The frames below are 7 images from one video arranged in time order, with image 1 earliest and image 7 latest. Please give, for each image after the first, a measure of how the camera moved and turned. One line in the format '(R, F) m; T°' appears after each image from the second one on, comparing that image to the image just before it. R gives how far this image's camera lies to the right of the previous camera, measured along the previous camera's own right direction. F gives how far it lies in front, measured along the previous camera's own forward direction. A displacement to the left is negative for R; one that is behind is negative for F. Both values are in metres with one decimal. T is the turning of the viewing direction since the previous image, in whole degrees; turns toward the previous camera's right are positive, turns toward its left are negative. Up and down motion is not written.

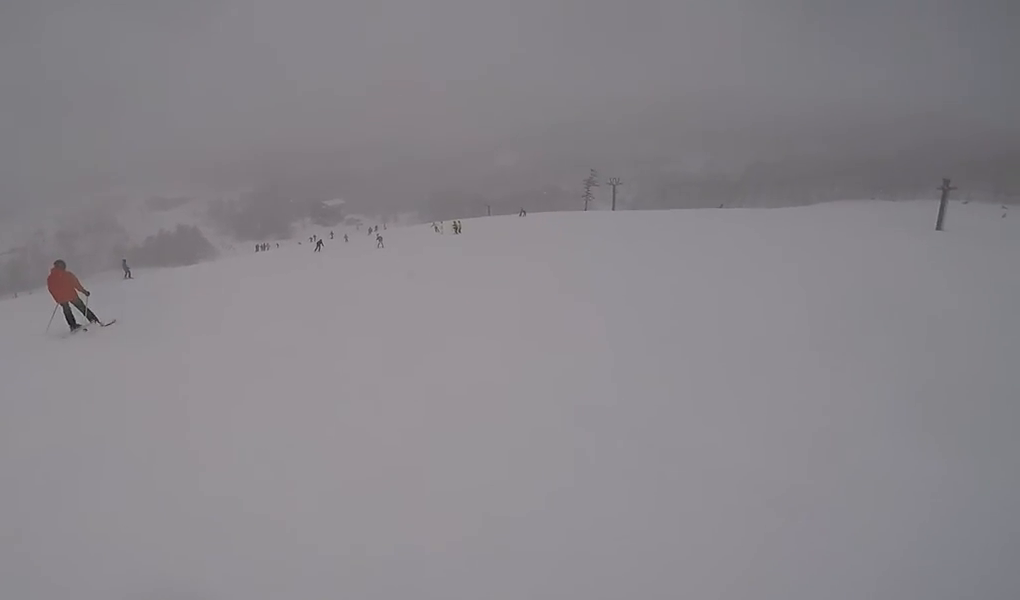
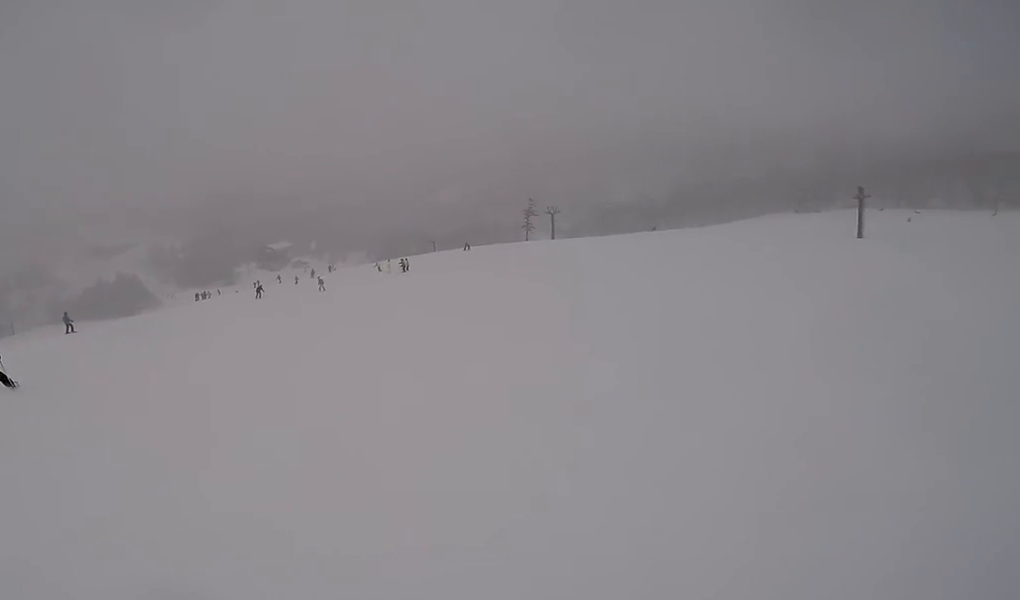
(+0.2, +2.4) m; +5°
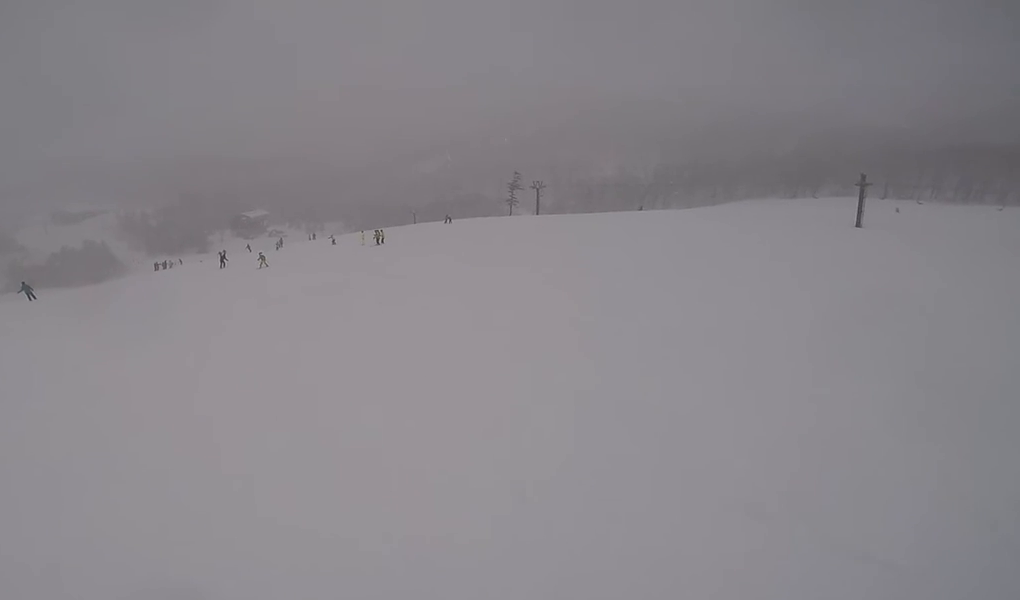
(+0.8, +4.6) m; +10°
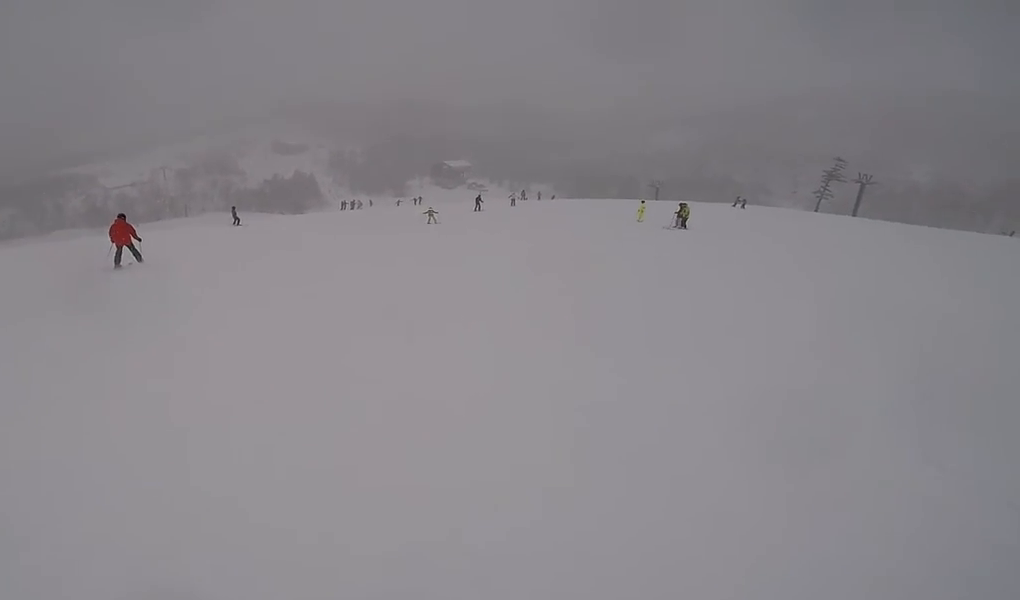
(-8.2, +15.3) m; -26°
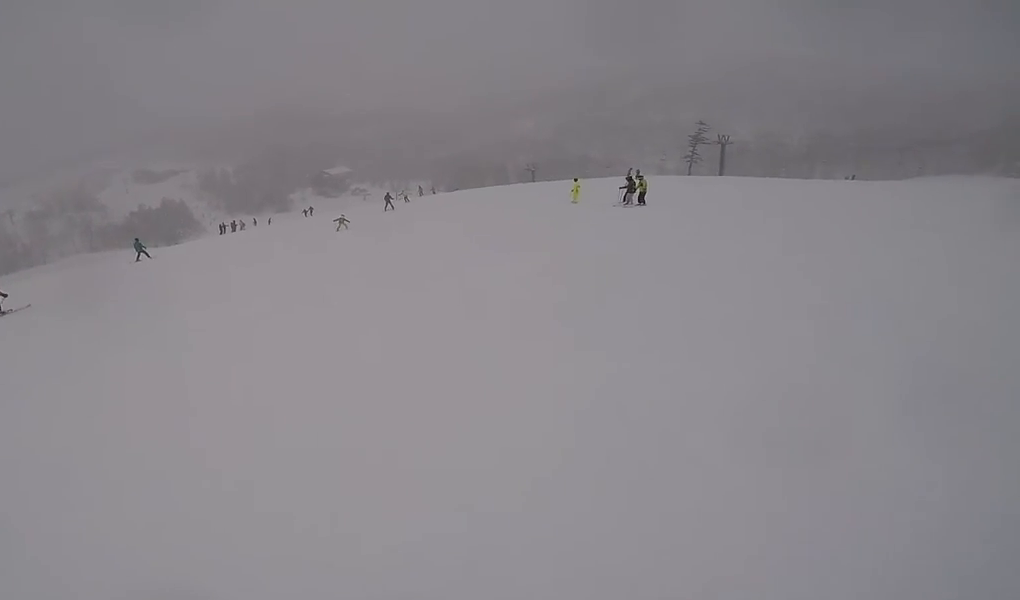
(+0.4, +6.5) m; +13°
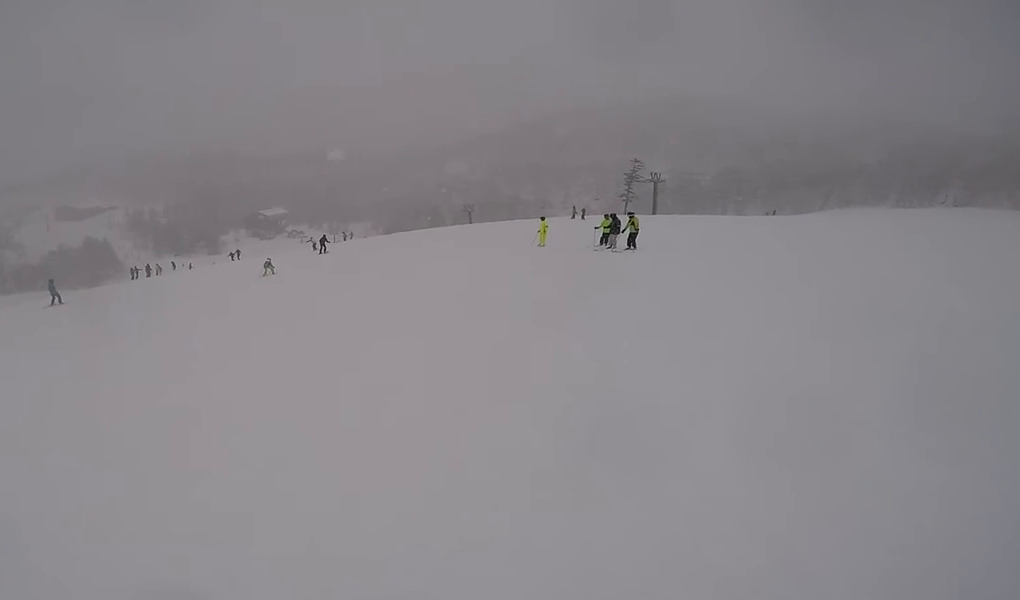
(+0.7, +5.3) m; +11°
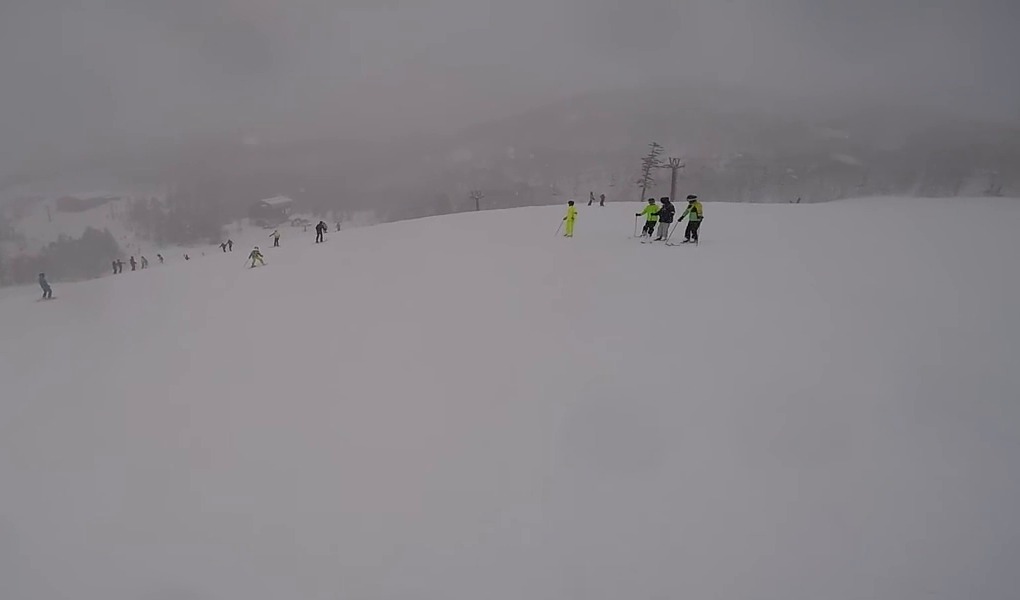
(+0.3, +3.8) m; -14°
